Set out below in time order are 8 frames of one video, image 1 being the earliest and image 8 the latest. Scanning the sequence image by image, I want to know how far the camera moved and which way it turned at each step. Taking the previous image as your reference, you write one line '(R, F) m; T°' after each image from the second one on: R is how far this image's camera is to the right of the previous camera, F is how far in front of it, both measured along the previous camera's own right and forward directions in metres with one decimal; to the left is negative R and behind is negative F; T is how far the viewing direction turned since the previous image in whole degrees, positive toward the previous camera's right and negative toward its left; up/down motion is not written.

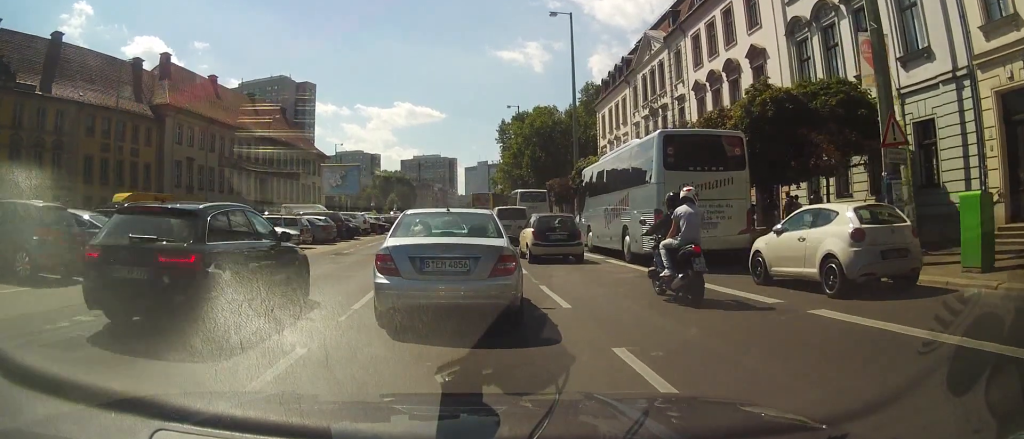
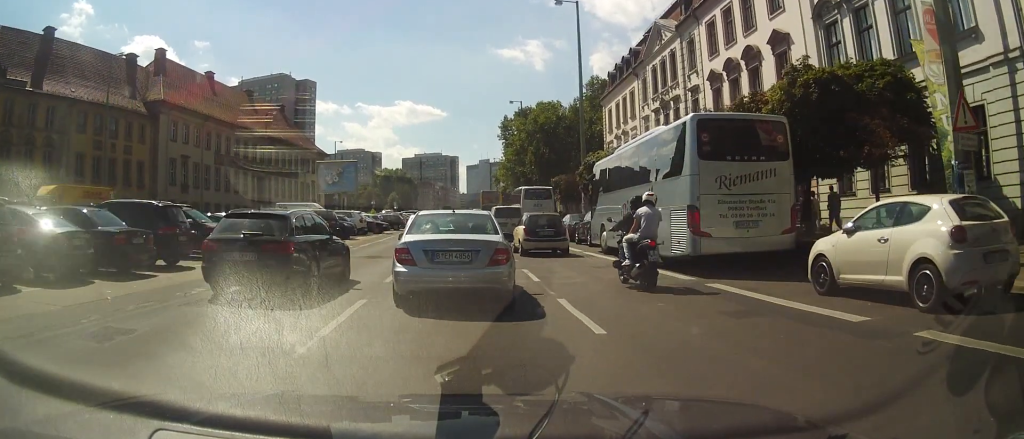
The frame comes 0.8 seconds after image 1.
(0.0, +2.5) m; +1°
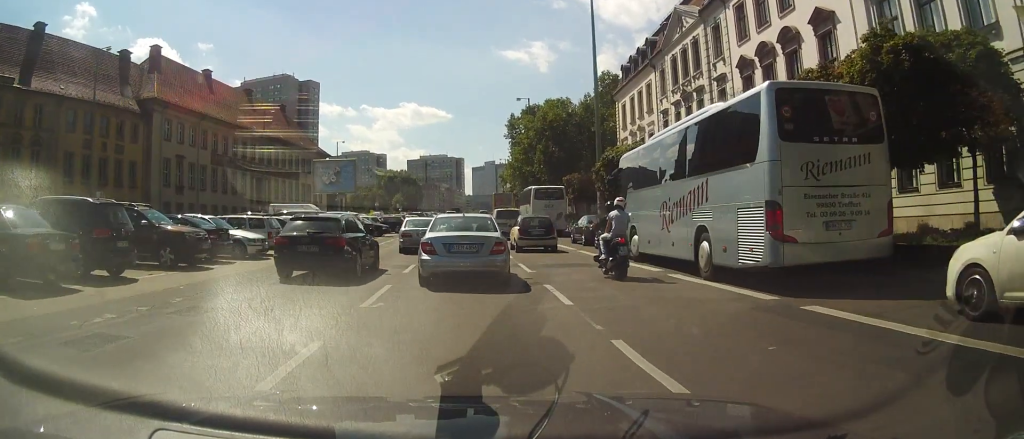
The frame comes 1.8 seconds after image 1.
(+0.1, +3.4) m; -2°
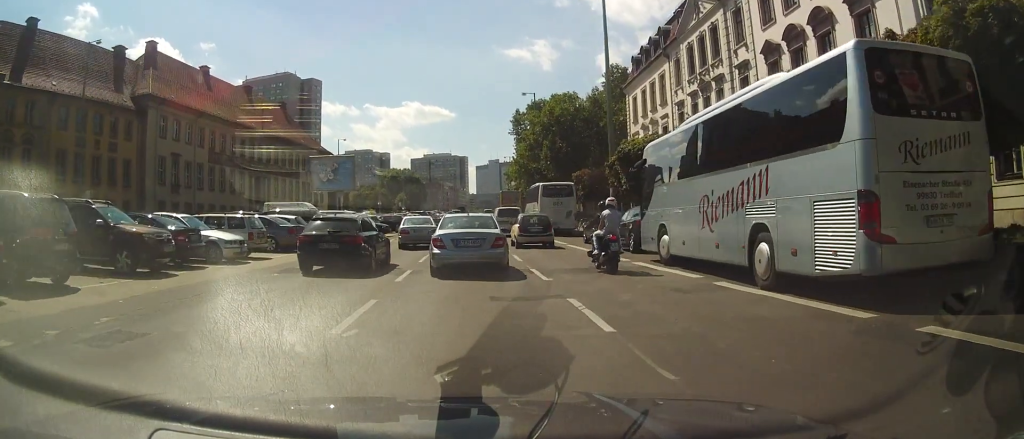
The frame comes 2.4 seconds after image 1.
(-0.1, +2.3) m; -3°
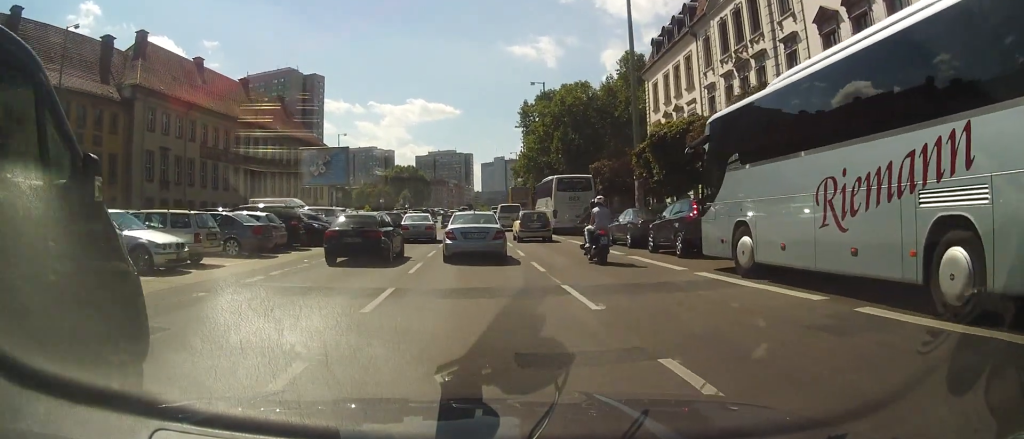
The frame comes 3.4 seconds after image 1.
(0.0, +4.3) m; +2°
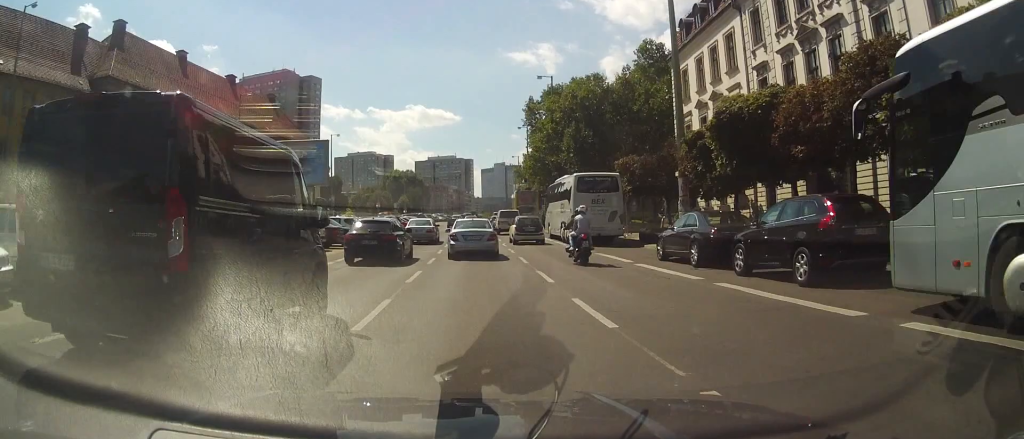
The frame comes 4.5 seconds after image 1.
(+0.3, +6.5) m; 0°
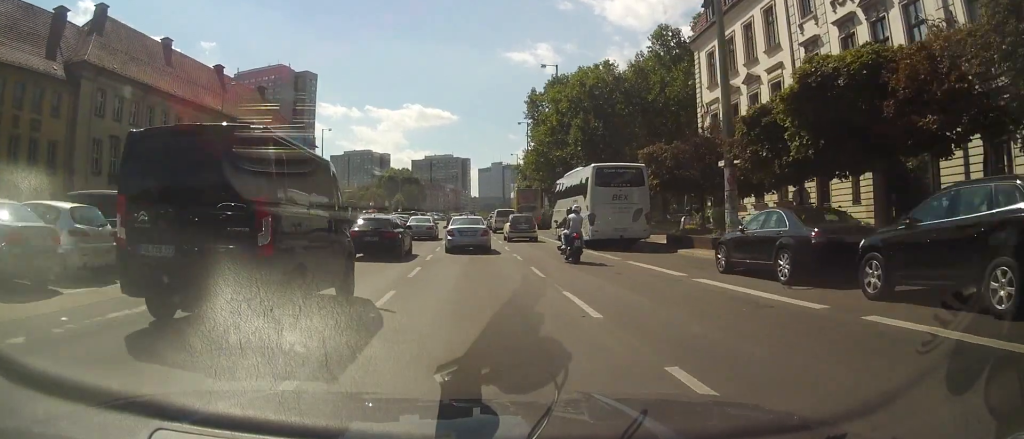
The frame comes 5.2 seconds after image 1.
(-0.2, +4.9) m; 0°
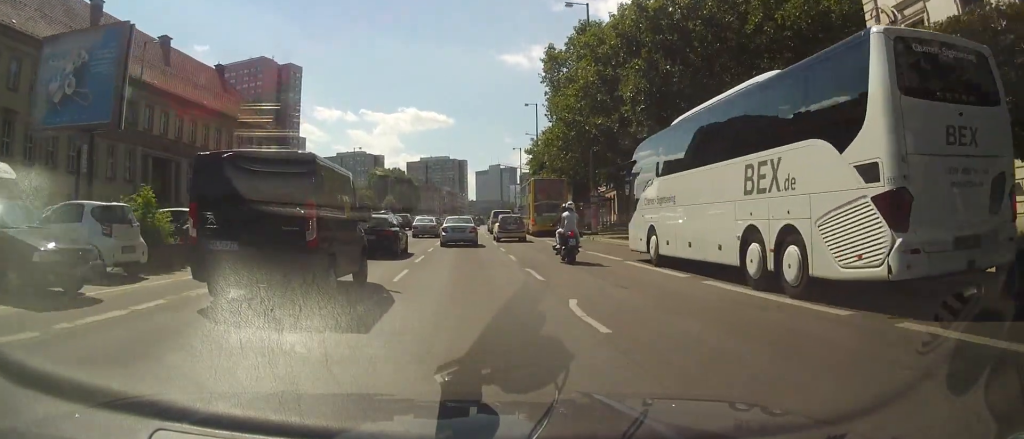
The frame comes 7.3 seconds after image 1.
(-0.1, +18.0) m; -1°
